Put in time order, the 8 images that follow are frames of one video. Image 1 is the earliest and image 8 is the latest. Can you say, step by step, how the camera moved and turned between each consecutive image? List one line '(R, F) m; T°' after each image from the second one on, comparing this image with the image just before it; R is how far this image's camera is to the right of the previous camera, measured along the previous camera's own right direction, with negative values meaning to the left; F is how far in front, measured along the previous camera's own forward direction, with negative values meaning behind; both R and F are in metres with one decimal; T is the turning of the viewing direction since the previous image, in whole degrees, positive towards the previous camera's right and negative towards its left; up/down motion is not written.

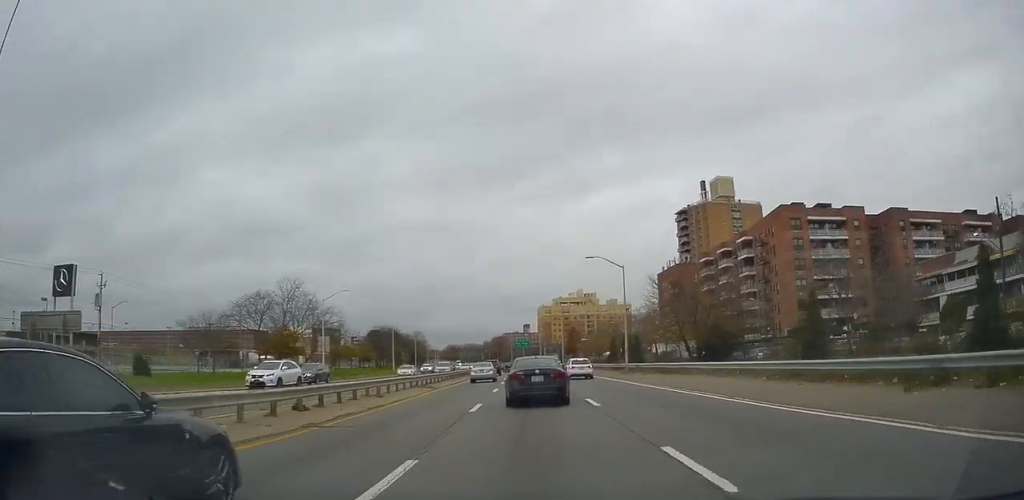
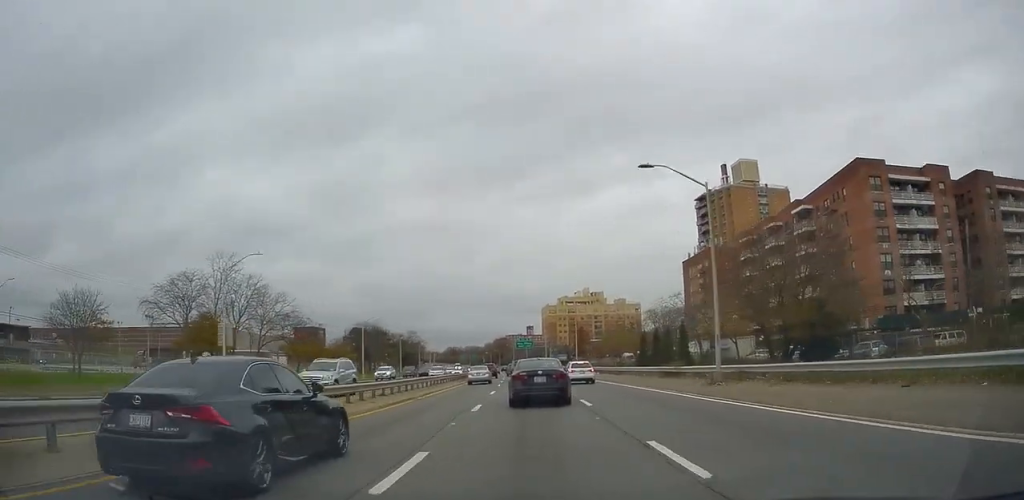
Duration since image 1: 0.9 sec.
(-0.1, +21.6) m; 0°
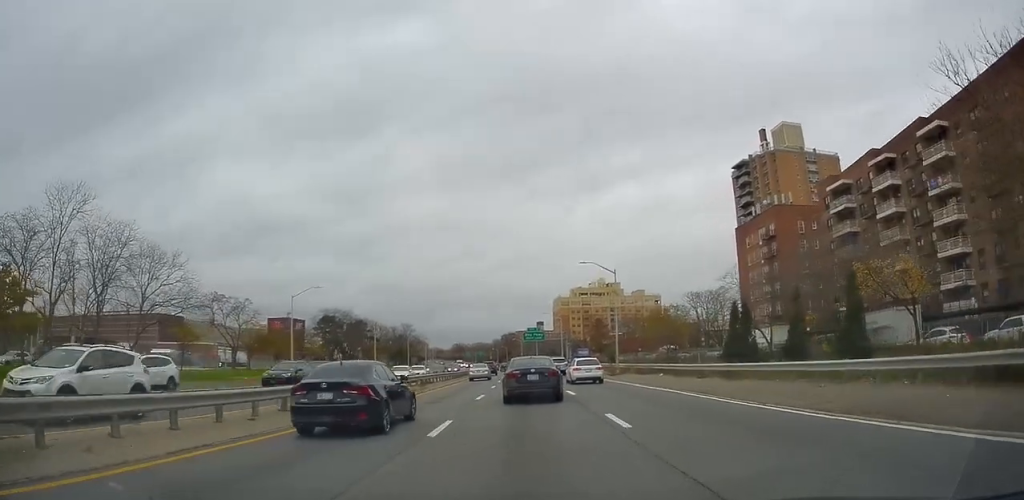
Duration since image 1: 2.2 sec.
(-0.1, +29.2) m; -1°
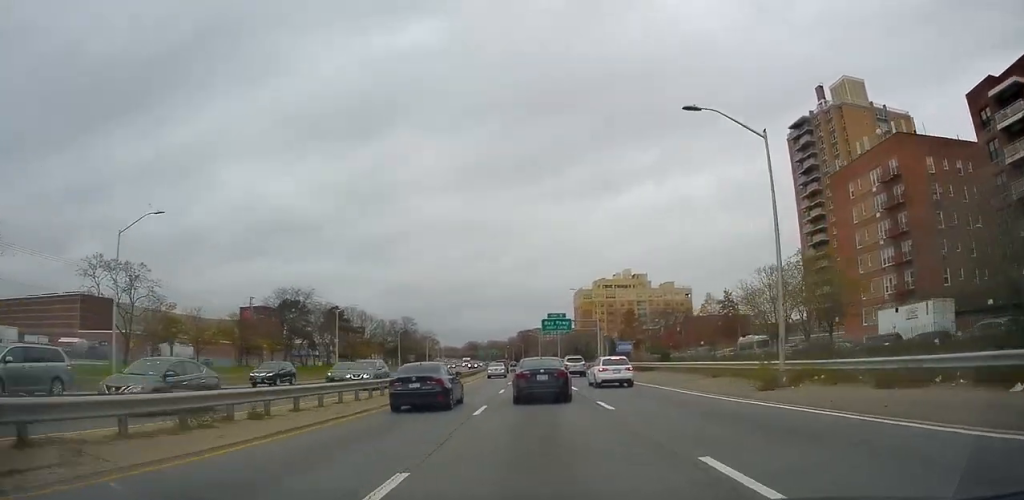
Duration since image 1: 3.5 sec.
(-0.4, +29.6) m; -1°
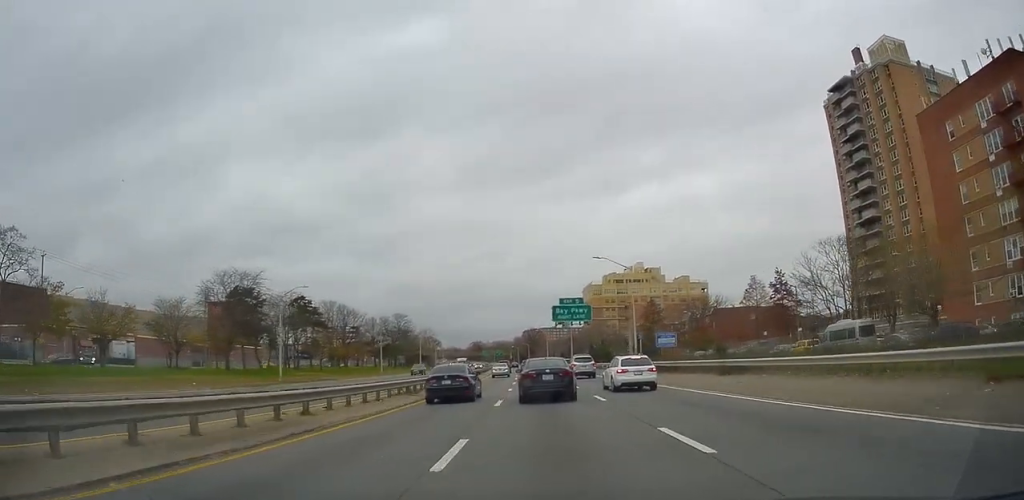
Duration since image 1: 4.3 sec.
(0.0, +19.6) m; -1°
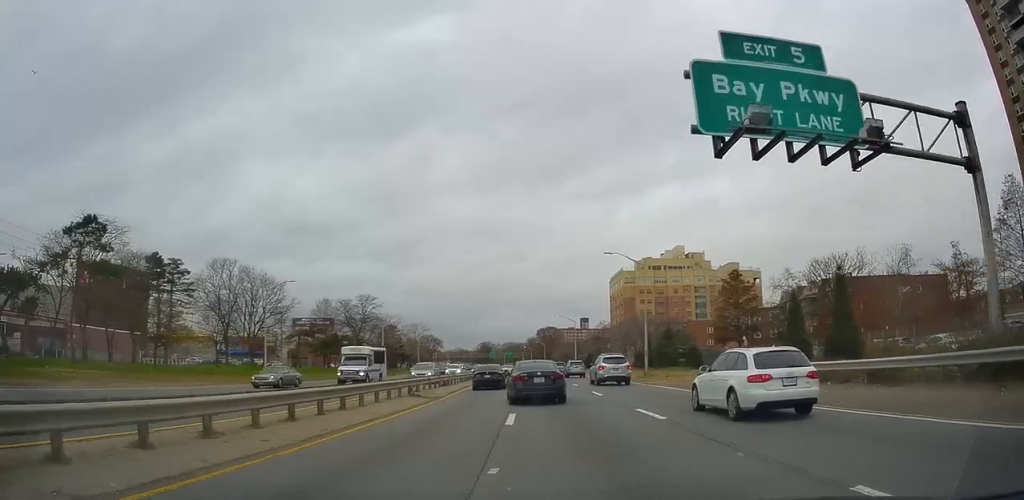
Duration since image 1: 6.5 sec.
(-0.7, +50.2) m; -1°
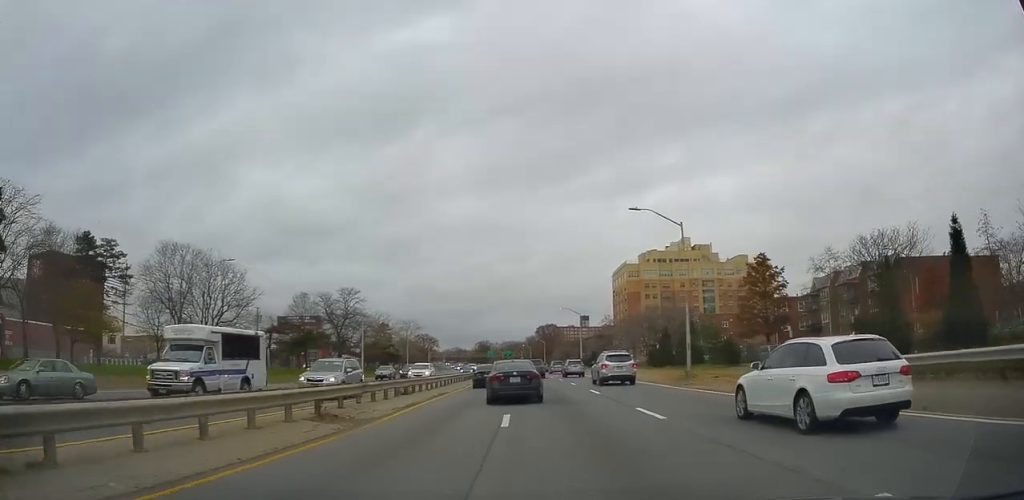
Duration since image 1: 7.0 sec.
(-0.1, +11.4) m; 0°
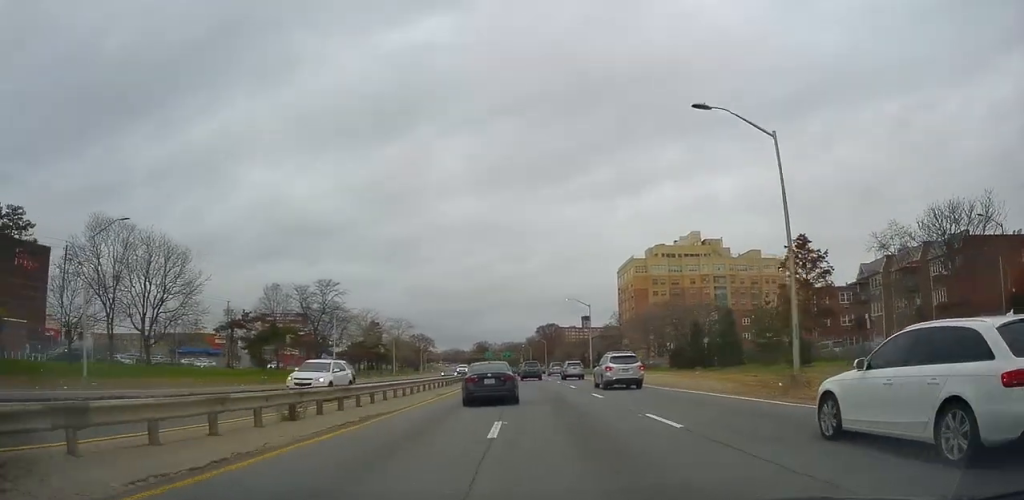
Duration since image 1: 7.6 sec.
(0.0, +12.6) m; 0°
